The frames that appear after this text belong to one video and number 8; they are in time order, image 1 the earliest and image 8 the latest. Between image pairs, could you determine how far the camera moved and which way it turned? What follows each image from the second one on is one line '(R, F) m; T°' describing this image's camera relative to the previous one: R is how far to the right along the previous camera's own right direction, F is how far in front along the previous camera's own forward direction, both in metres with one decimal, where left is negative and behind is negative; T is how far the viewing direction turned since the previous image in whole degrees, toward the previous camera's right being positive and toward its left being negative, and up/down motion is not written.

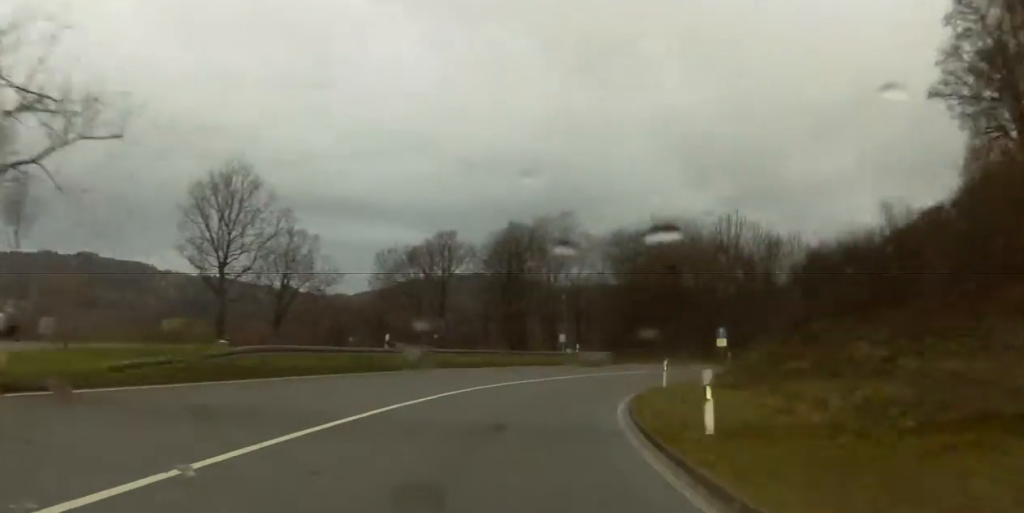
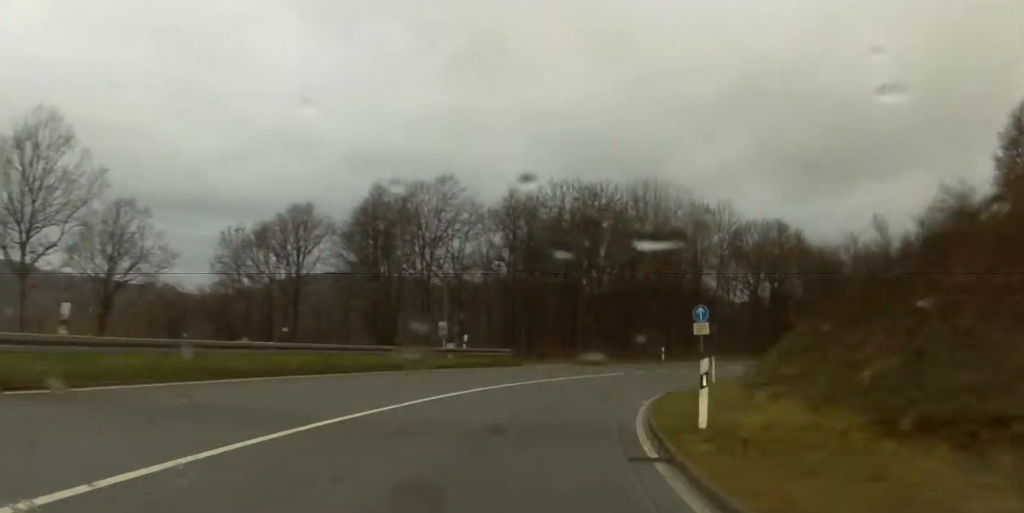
(+0.4, +20.2) m; +6°
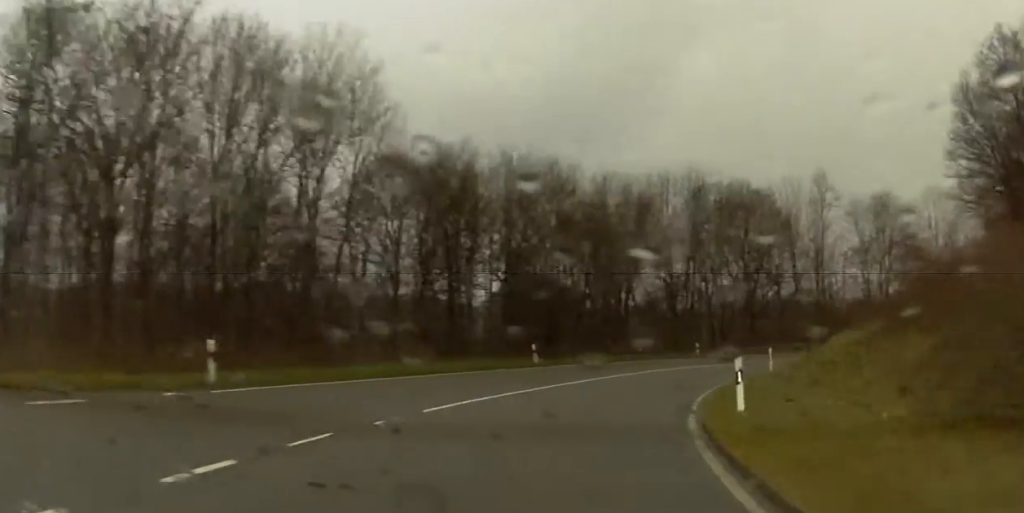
(+7.6, +45.7) m; +19°
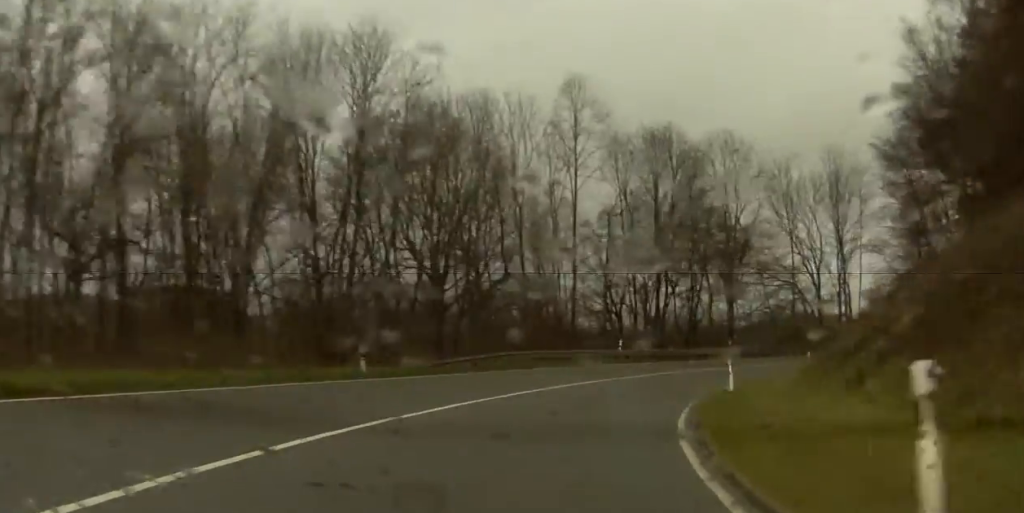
(+6.5, +39.1) m; +21°
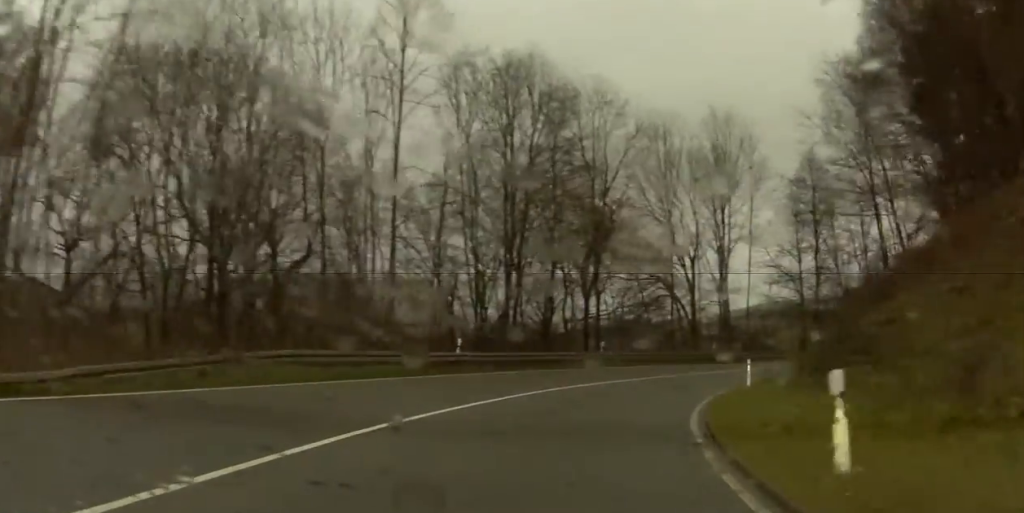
(+1.0, +18.3) m; +12°
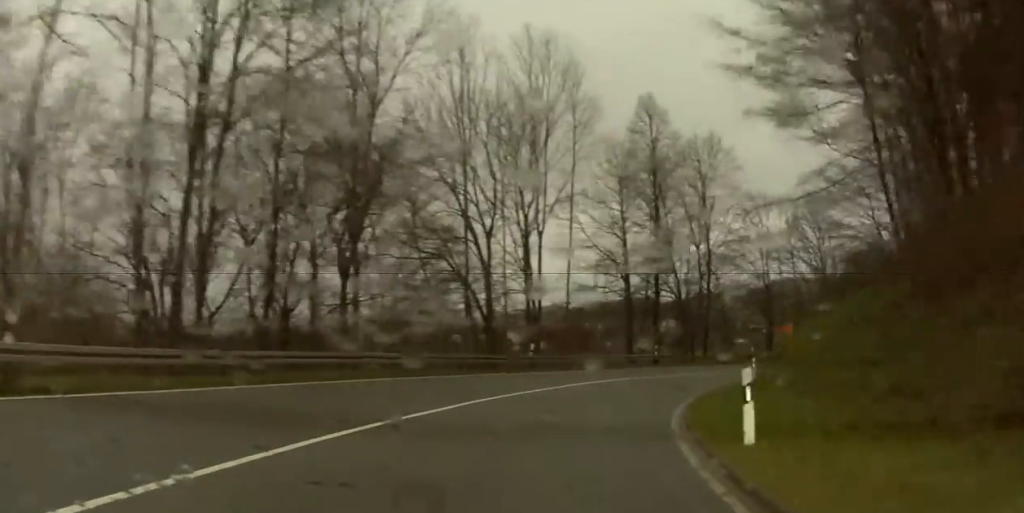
(+3.1, +20.0) m; +16°
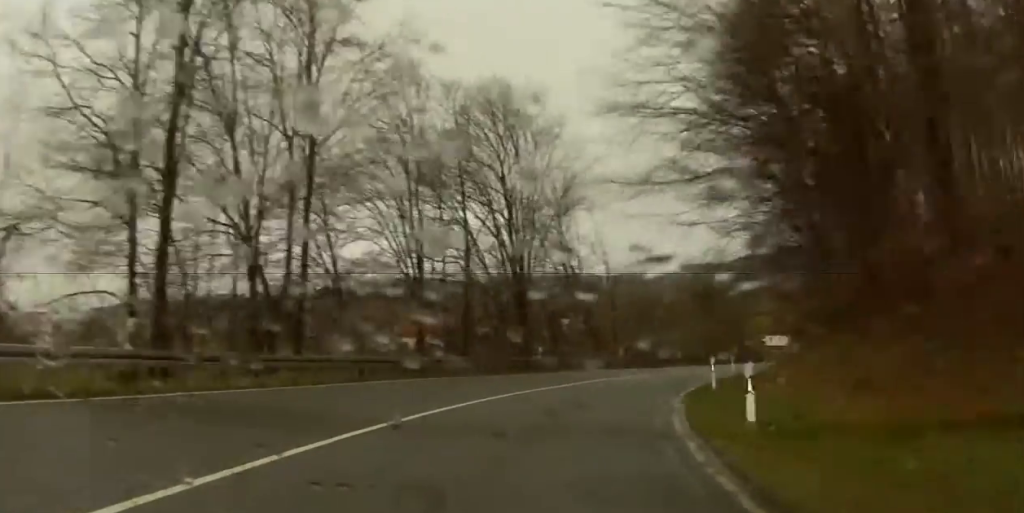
(+9.2, +34.5) m; +27°
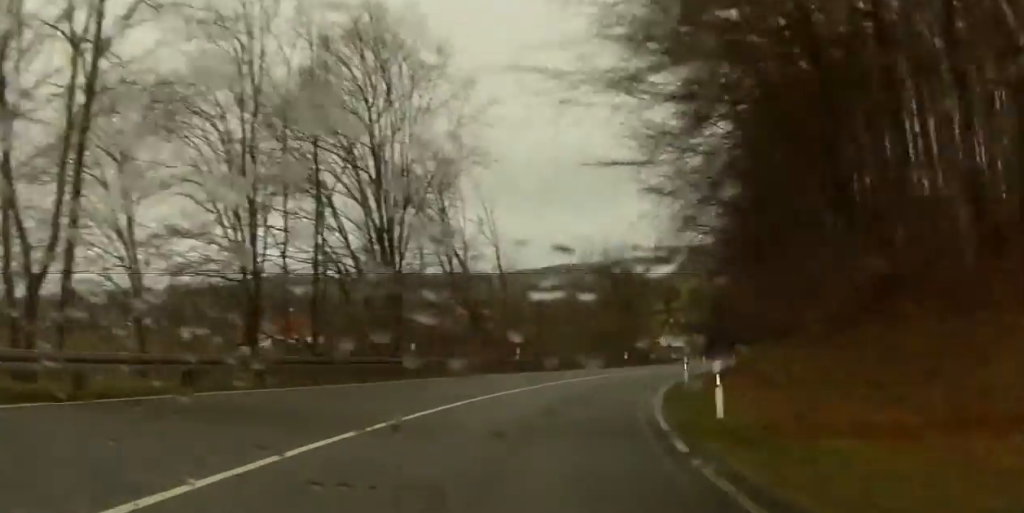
(+0.8, +10.2) m; +7°
